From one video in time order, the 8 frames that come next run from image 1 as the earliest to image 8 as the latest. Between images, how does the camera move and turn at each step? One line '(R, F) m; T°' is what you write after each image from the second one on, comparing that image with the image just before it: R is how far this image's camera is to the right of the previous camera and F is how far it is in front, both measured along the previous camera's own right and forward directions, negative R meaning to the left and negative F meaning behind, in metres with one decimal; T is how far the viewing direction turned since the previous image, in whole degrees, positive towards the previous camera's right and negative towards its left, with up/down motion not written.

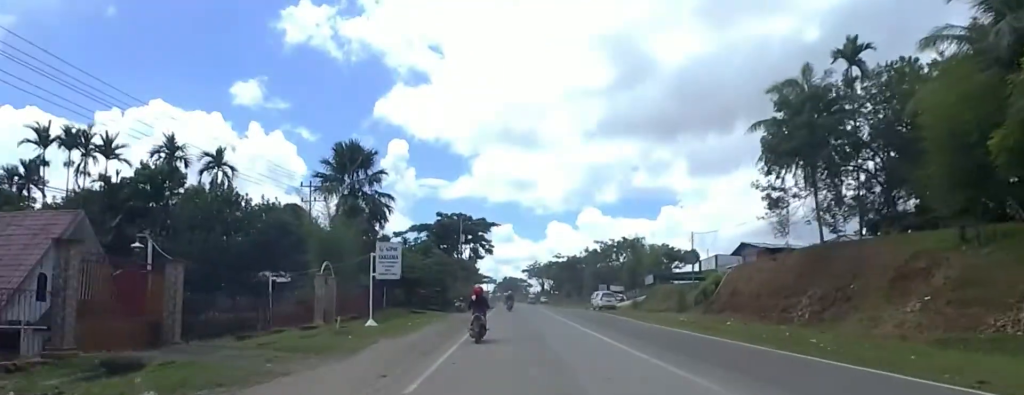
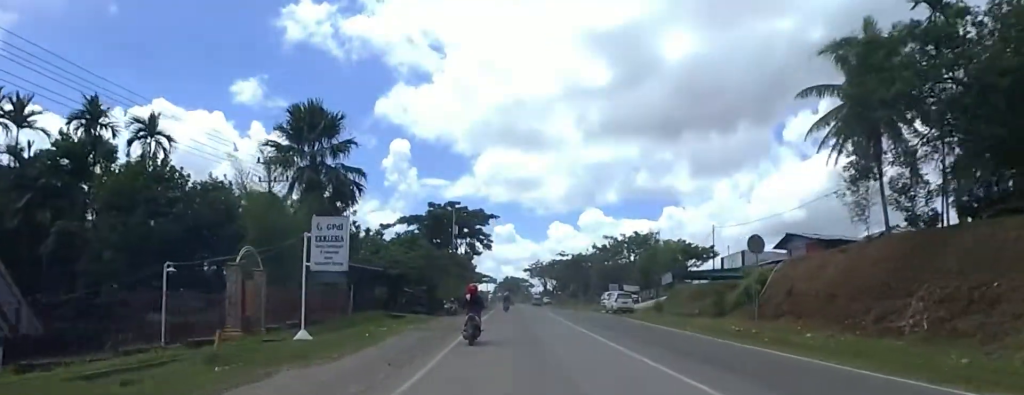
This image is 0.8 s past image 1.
(0.0, +8.0) m; 0°
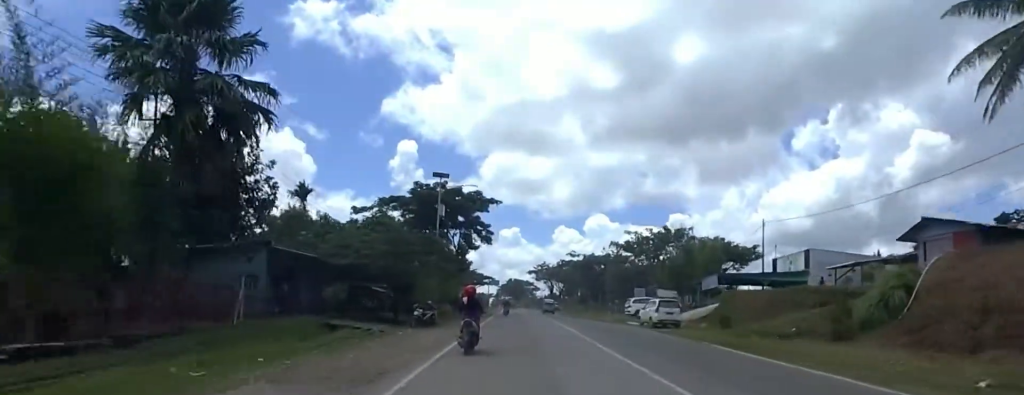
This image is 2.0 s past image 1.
(0.0, +13.0) m; 0°
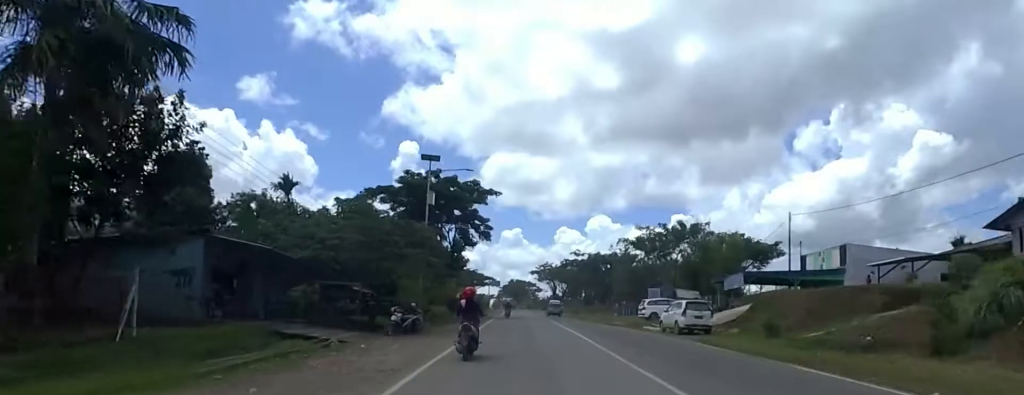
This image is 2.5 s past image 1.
(0.0, +5.5) m; 0°
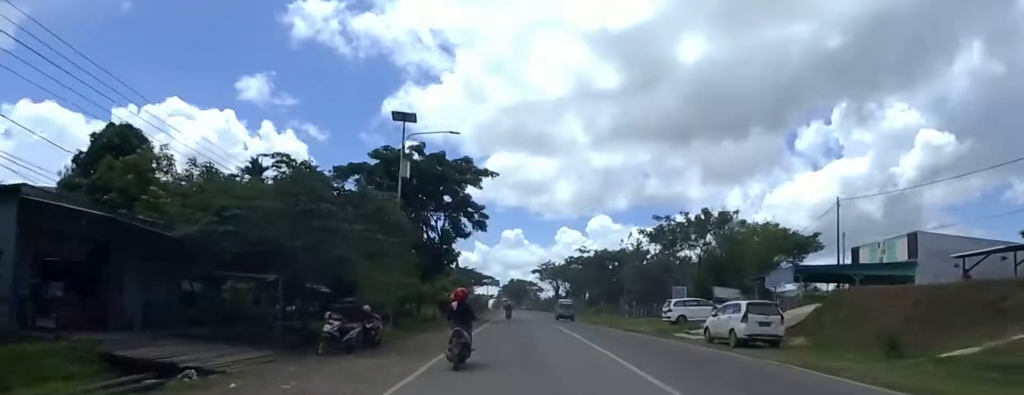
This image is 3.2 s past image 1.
(0.0, +8.2) m; 0°
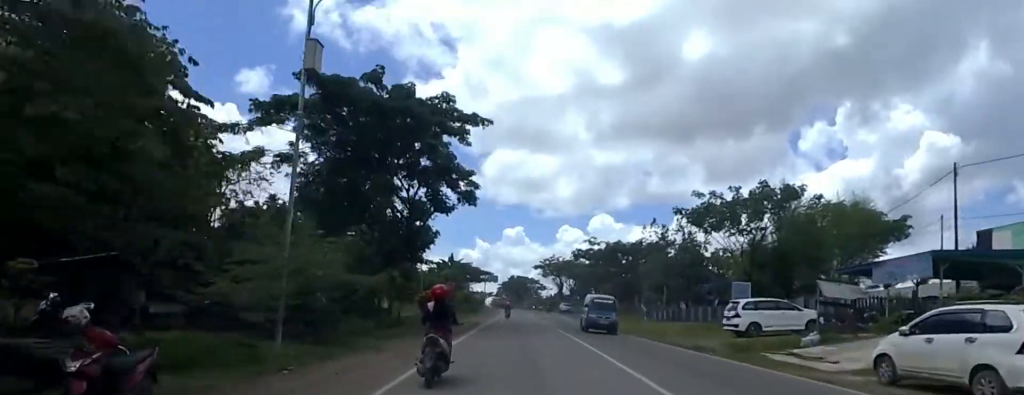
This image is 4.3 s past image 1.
(0.0, +12.4) m; +3°
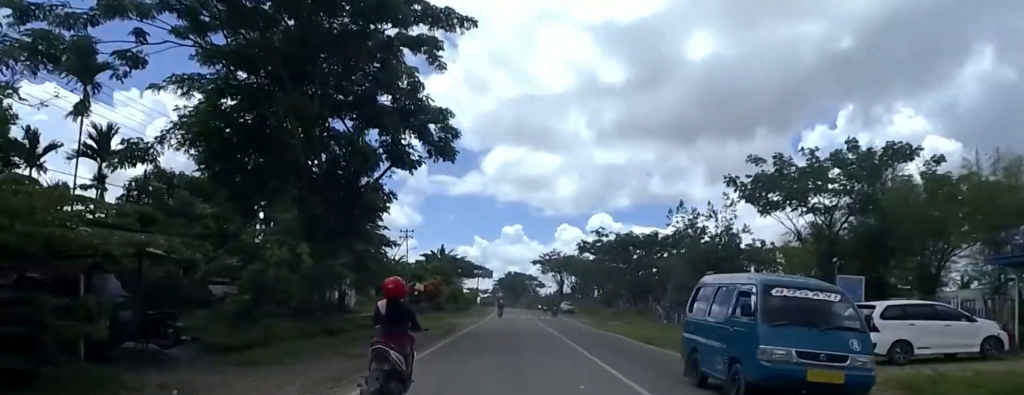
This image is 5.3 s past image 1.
(+0.4, +10.7) m; +5°
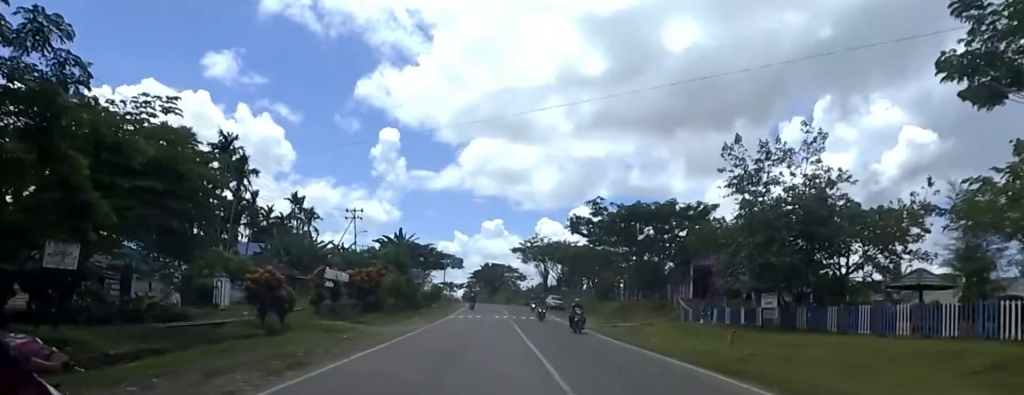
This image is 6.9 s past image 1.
(-0.2, +17.7) m; -6°
